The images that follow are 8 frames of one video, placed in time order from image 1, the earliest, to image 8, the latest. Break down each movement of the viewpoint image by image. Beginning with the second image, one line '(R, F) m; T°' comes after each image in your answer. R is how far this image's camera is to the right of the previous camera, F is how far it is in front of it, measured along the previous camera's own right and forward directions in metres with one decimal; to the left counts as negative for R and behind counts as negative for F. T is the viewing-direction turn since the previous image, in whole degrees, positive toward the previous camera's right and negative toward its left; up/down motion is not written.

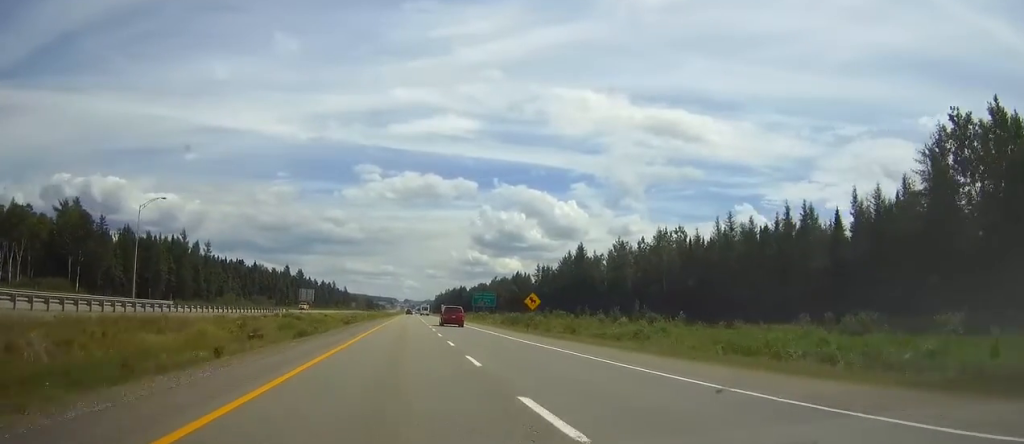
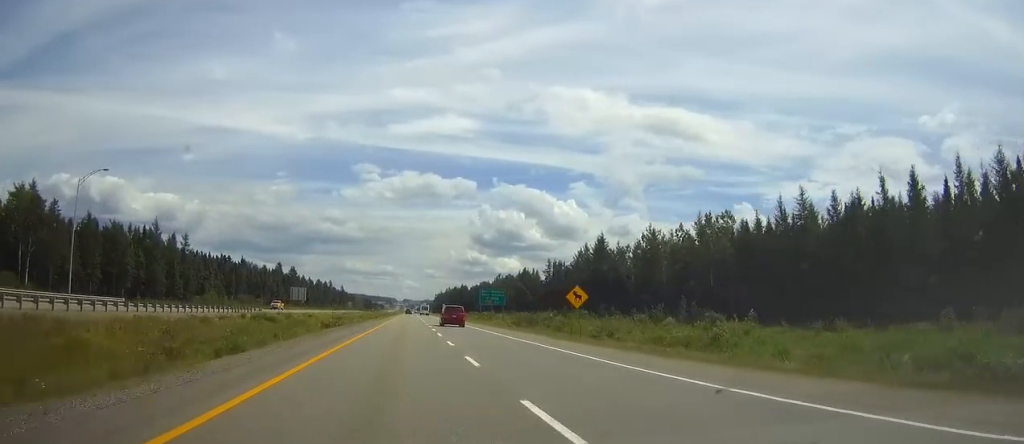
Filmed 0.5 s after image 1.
(0.0, +18.1) m; 0°
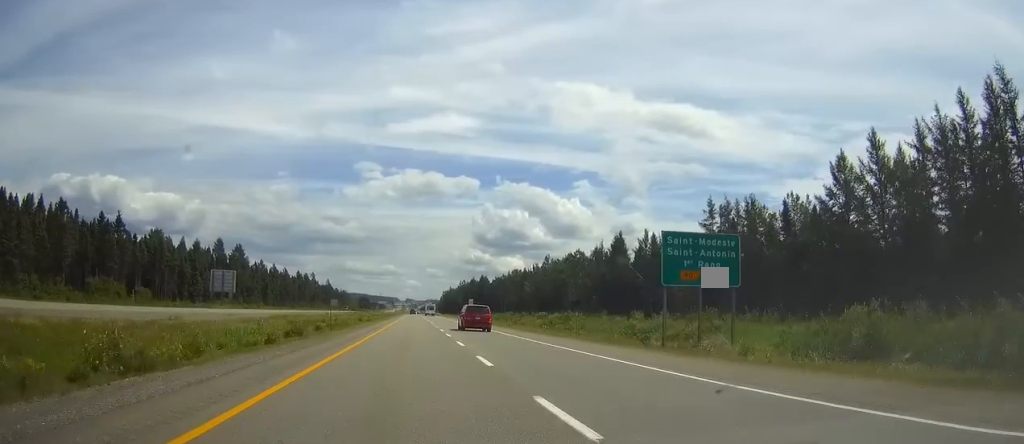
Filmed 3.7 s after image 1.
(-0.2, +106.0) m; 0°
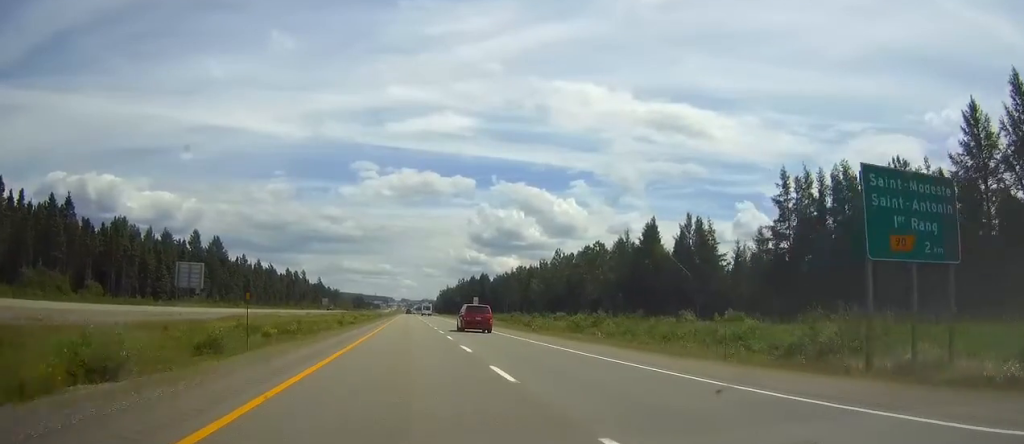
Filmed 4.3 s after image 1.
(-0.1, +21.0) m; 0°
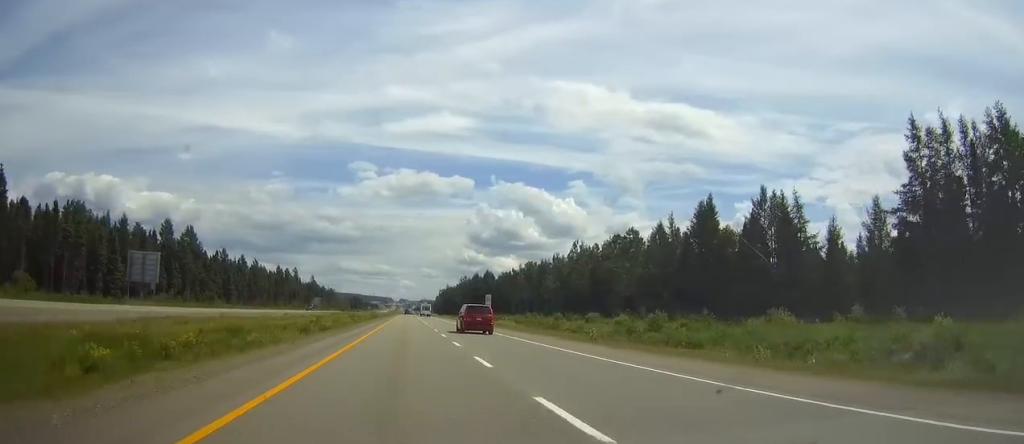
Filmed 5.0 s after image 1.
(+0.2, +23.1) m; 0°
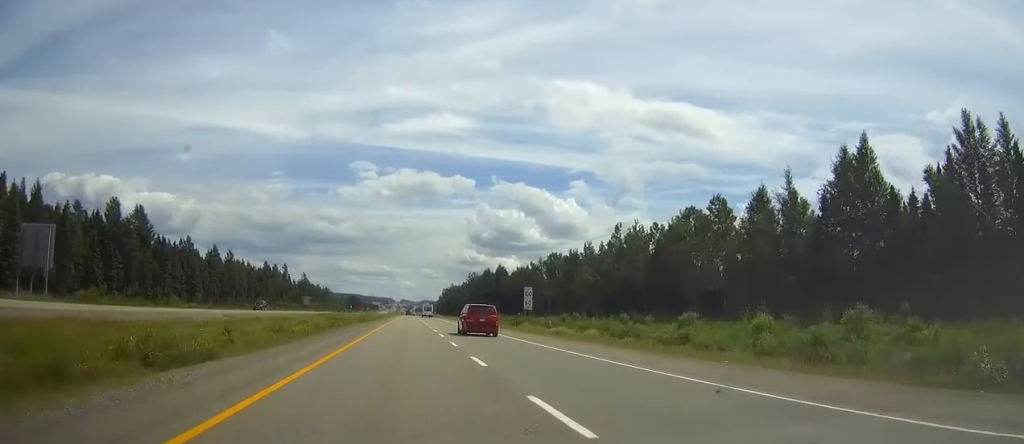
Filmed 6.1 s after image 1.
(0.0, +35.2) m; 0°
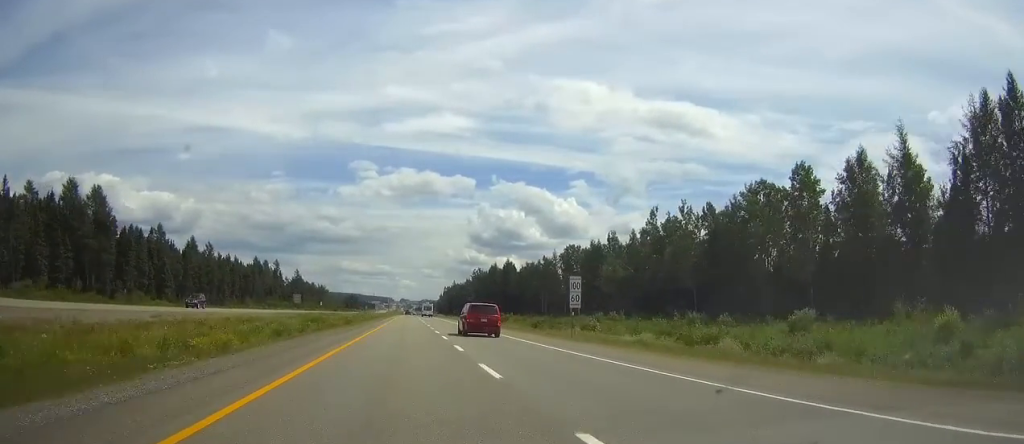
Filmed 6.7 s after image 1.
(0.0, +20.9) m; 0°
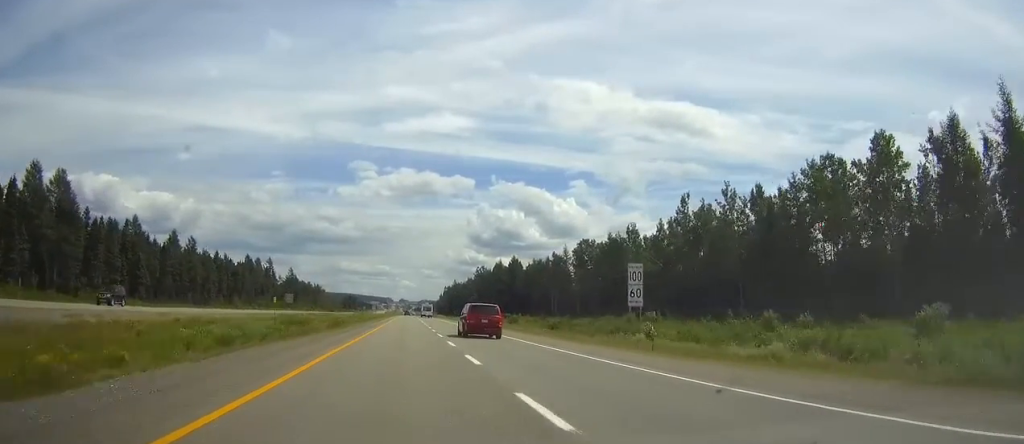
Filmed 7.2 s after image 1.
(0.0, +14.2) m; 0°
